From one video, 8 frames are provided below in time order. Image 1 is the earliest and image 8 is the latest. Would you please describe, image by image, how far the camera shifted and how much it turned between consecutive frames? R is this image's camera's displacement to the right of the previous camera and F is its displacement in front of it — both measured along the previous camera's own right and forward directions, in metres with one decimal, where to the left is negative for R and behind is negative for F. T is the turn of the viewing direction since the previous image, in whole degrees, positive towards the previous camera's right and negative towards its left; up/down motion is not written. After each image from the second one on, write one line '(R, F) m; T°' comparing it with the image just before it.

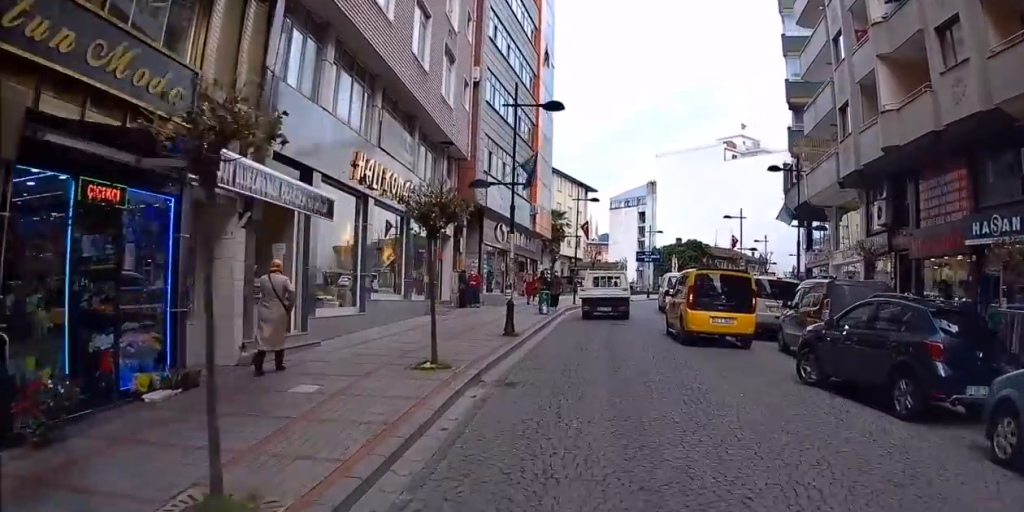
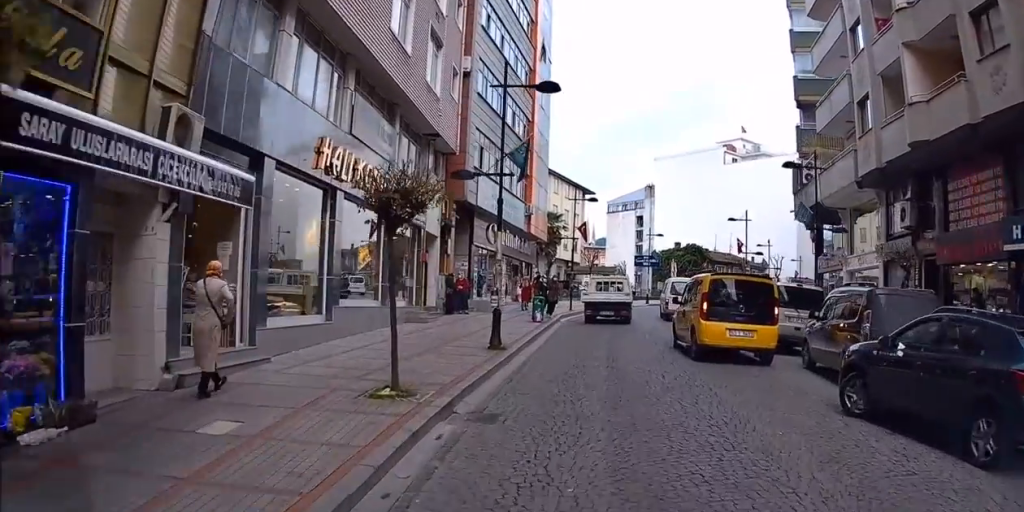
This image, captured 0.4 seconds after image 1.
(0.0, +2.3) m; -3°
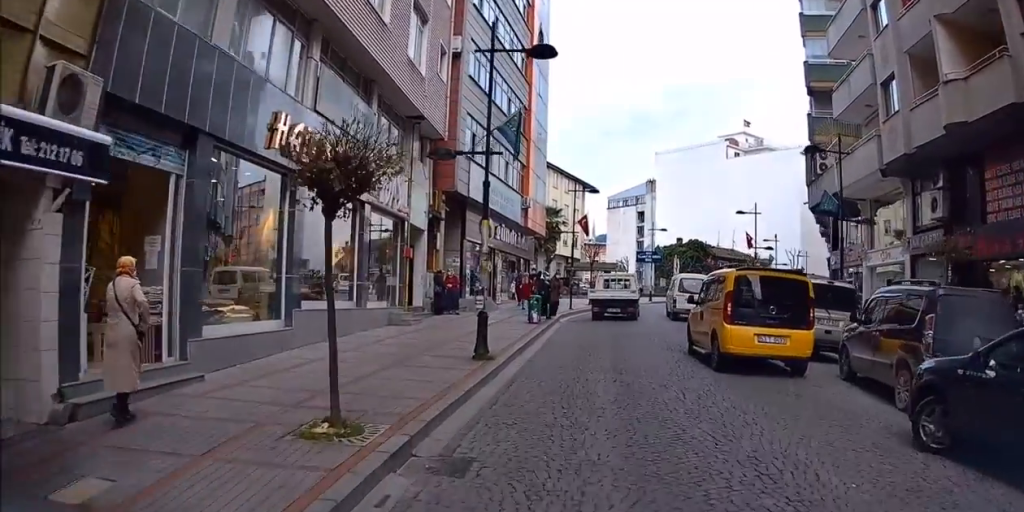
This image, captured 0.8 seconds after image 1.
(0.0, +2.3) m; -2°
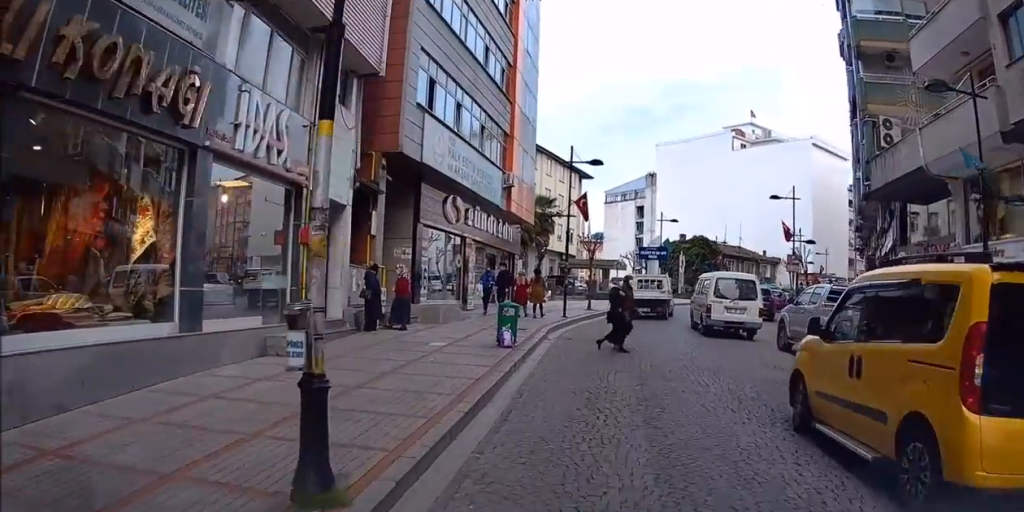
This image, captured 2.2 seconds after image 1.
(+0.2, +8.2) m; +7°
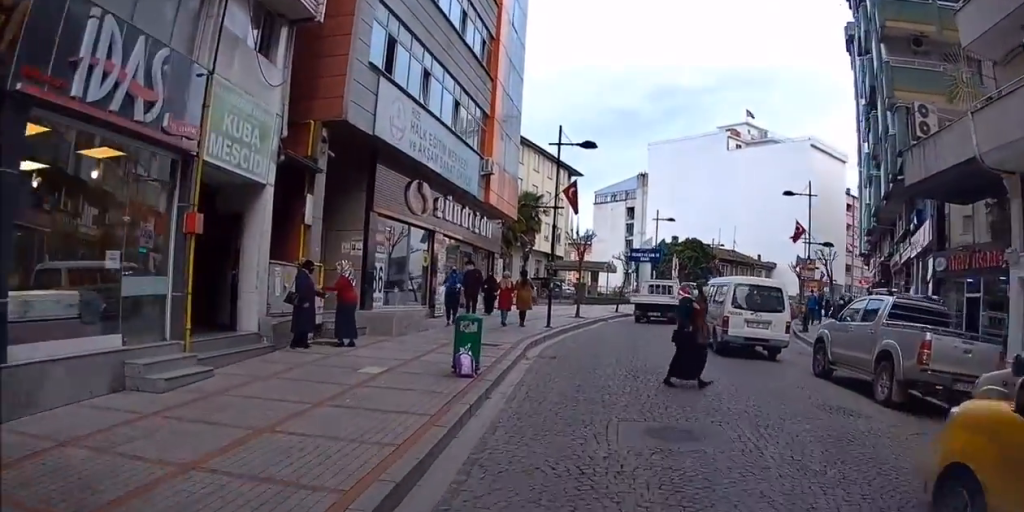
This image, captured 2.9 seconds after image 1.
(+0.3, +4.2) m; +6°
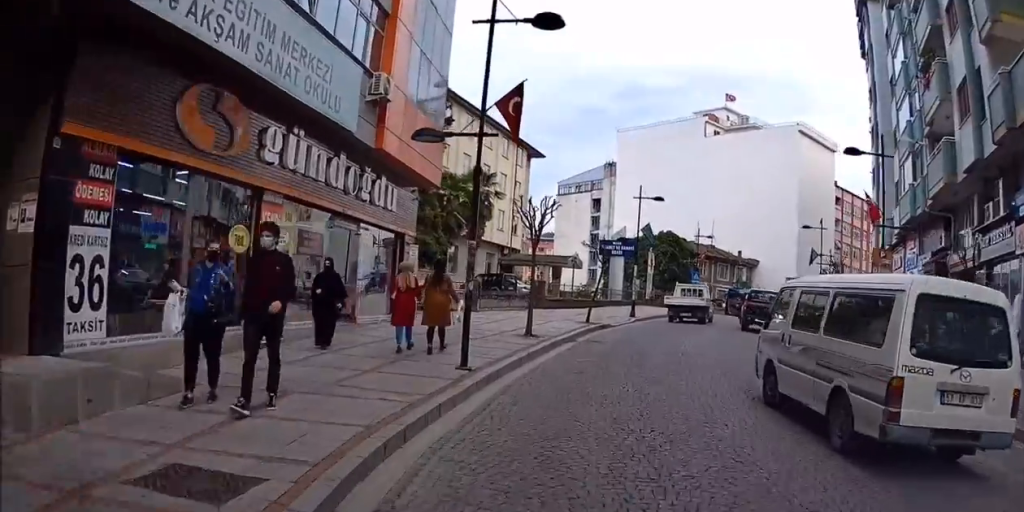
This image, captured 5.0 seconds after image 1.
(+2.1, +10.8) m; +23°
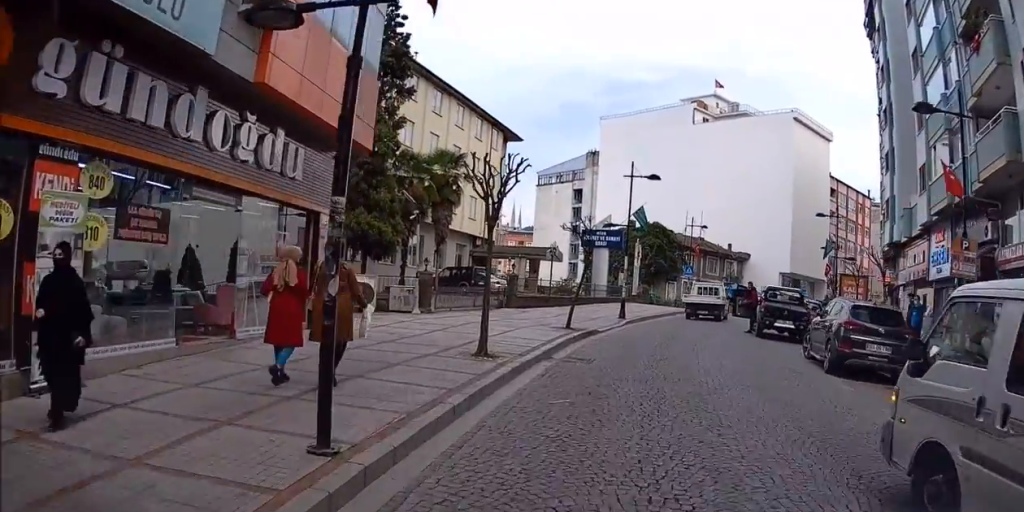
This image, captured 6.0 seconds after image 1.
(+0.3, +5.9) m; +9°
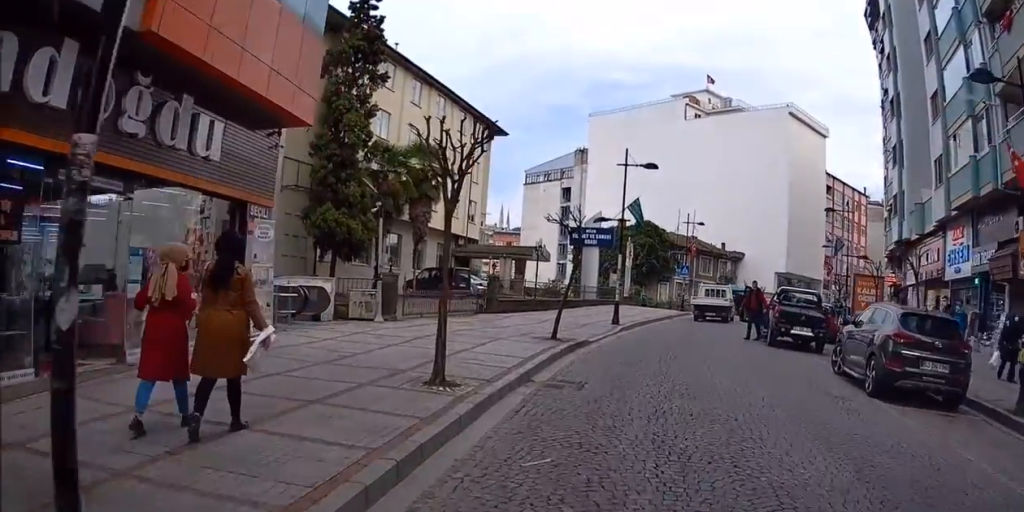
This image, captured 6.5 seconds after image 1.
(+0.1, +3.2) m; +6°
